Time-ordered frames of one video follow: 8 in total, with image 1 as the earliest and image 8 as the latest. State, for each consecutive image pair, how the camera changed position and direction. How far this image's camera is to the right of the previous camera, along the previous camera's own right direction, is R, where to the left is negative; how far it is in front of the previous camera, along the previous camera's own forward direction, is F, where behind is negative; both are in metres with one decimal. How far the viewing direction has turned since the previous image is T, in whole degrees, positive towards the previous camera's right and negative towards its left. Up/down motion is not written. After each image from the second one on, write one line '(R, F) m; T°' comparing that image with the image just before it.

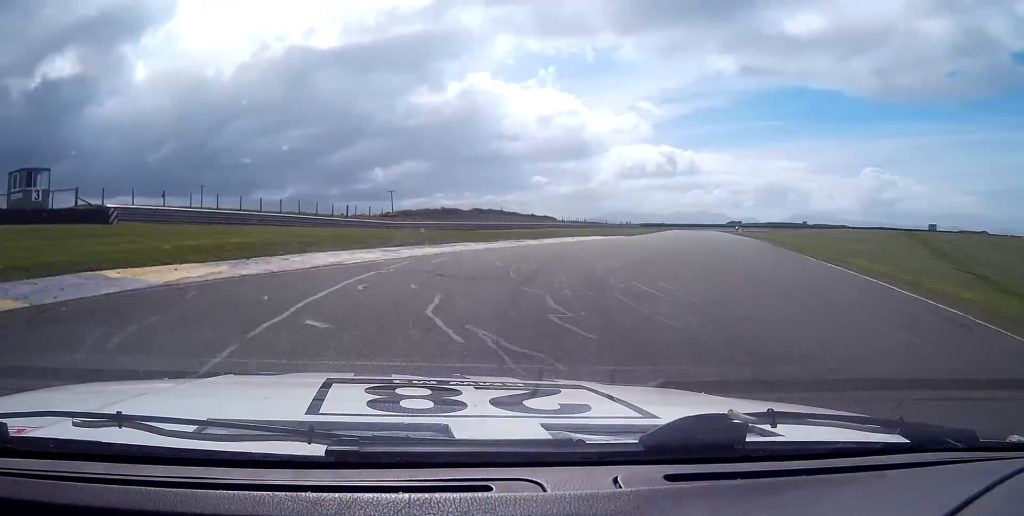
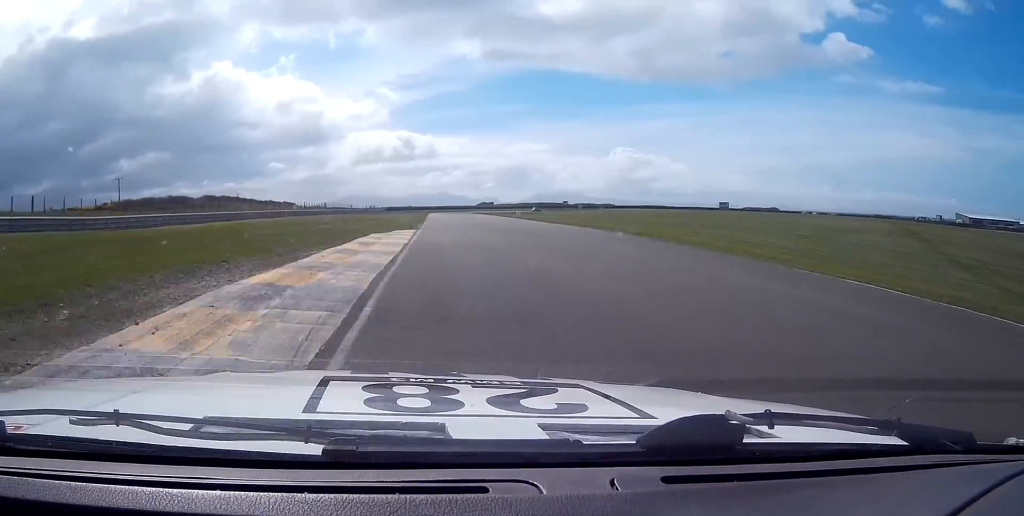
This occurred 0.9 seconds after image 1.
(+3.2, +20.7) m; +17°
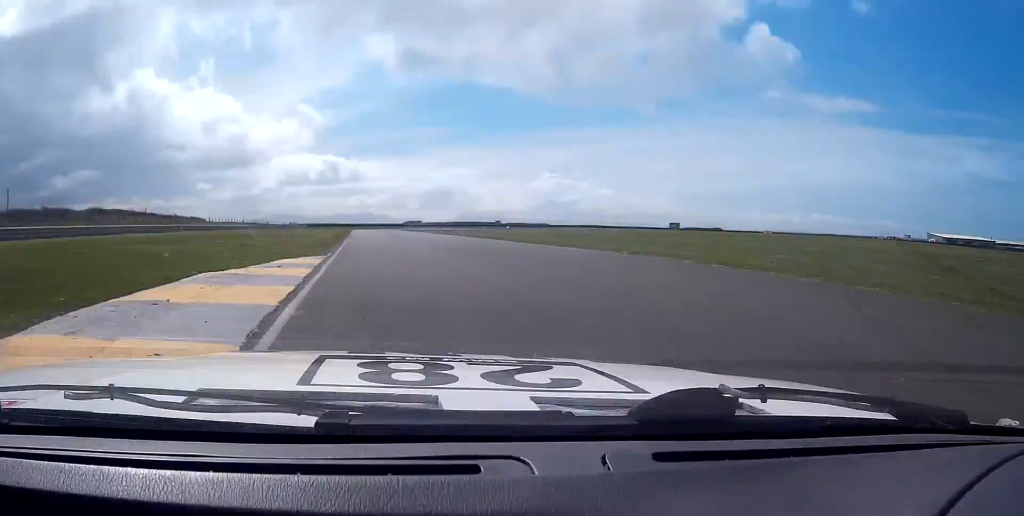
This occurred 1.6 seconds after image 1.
(+3.5, +21.2) m; +11°
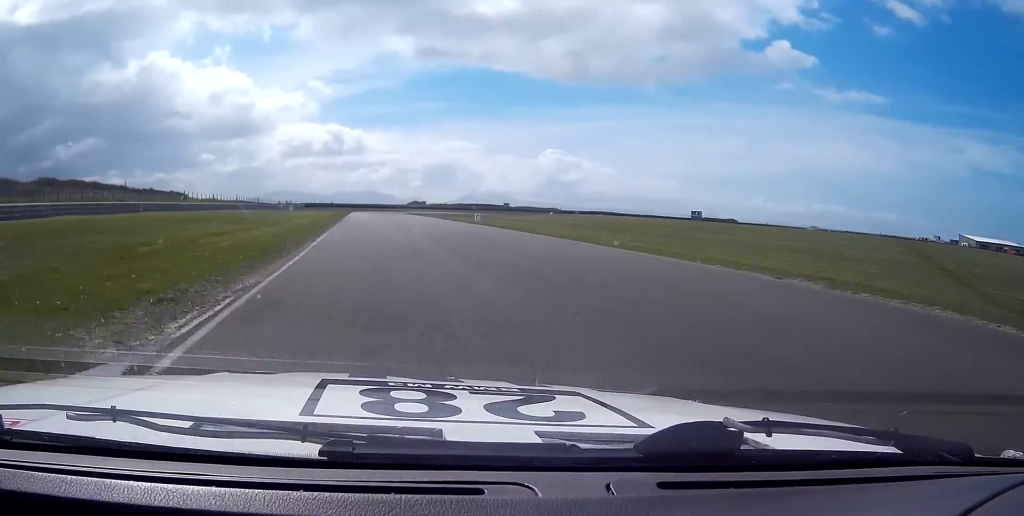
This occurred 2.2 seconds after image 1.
(+0.7, +16.7) m; +1°
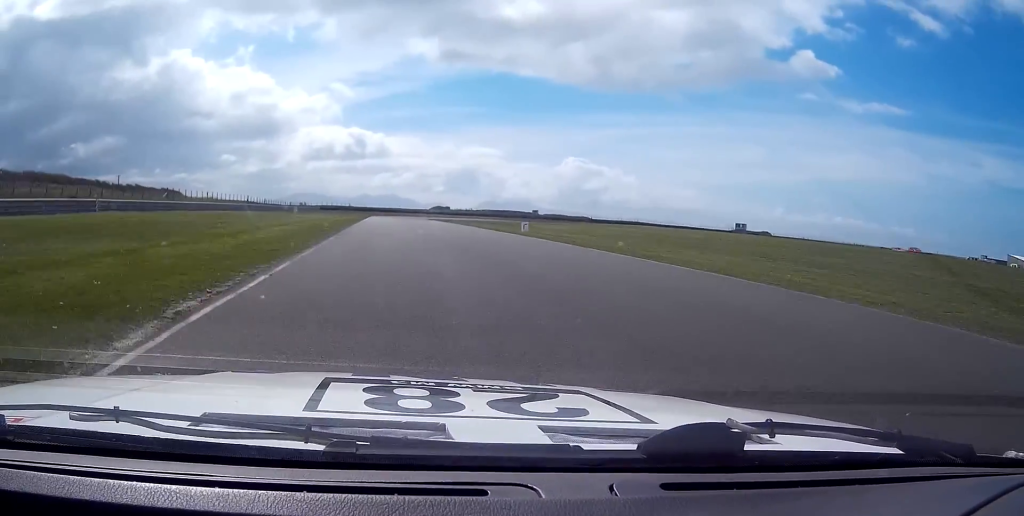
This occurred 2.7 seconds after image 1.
(+0.2, +17.5) m; 0°
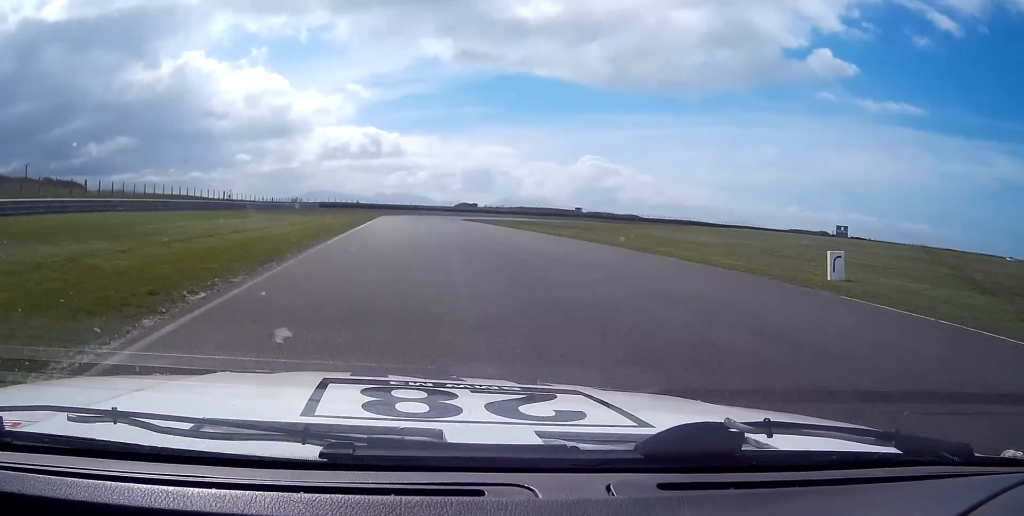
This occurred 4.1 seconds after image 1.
(-0.8, +48.9) m; -1°
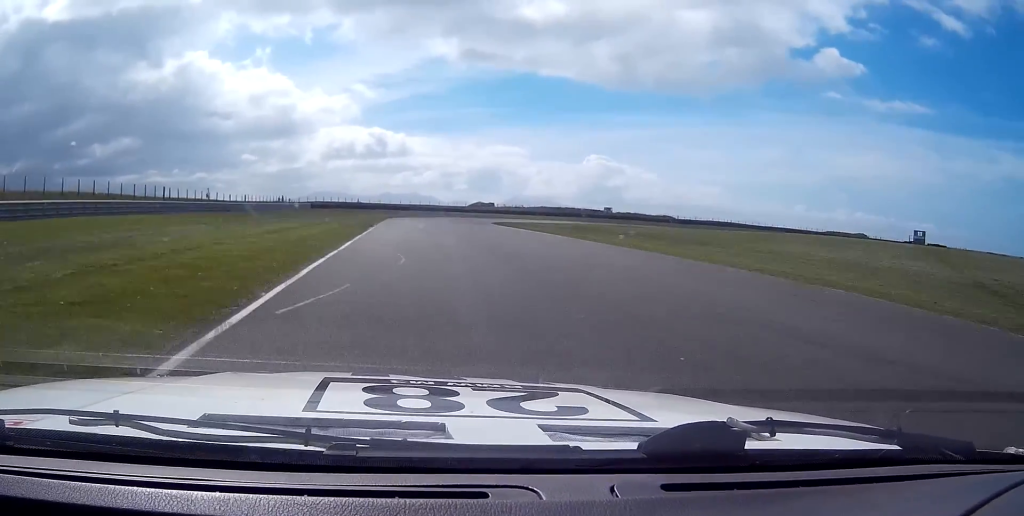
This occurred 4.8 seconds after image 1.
(-0.1, +29.6) m; 0°
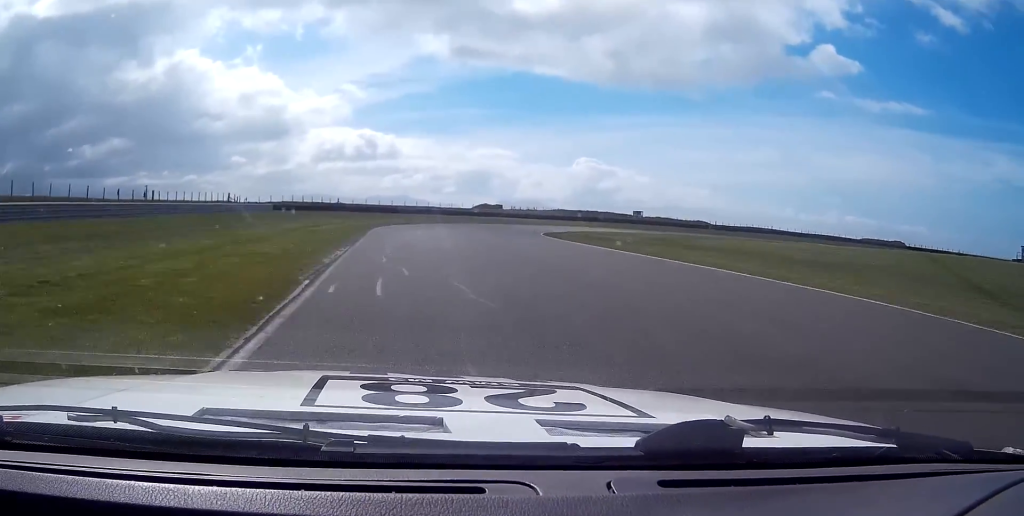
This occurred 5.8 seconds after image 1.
(0.0, +37.3) m; +2°
